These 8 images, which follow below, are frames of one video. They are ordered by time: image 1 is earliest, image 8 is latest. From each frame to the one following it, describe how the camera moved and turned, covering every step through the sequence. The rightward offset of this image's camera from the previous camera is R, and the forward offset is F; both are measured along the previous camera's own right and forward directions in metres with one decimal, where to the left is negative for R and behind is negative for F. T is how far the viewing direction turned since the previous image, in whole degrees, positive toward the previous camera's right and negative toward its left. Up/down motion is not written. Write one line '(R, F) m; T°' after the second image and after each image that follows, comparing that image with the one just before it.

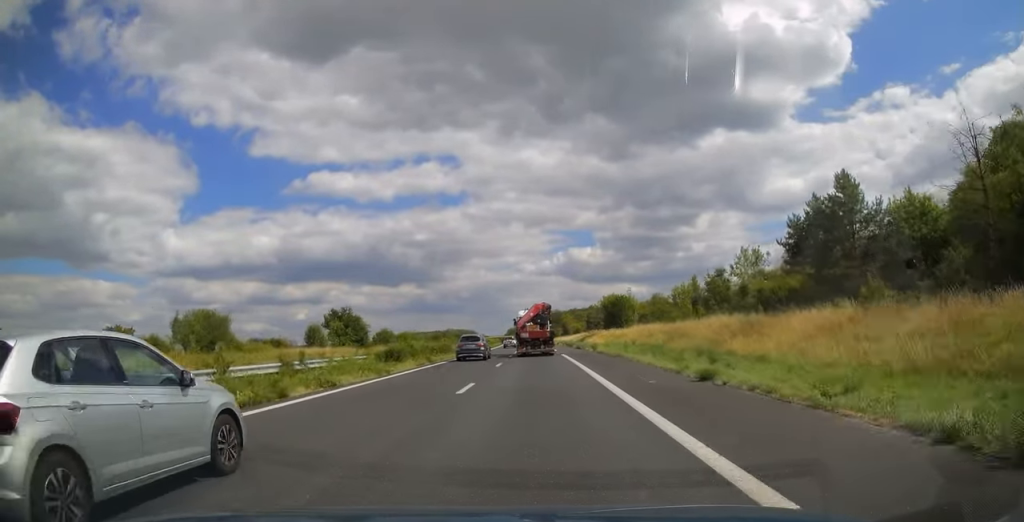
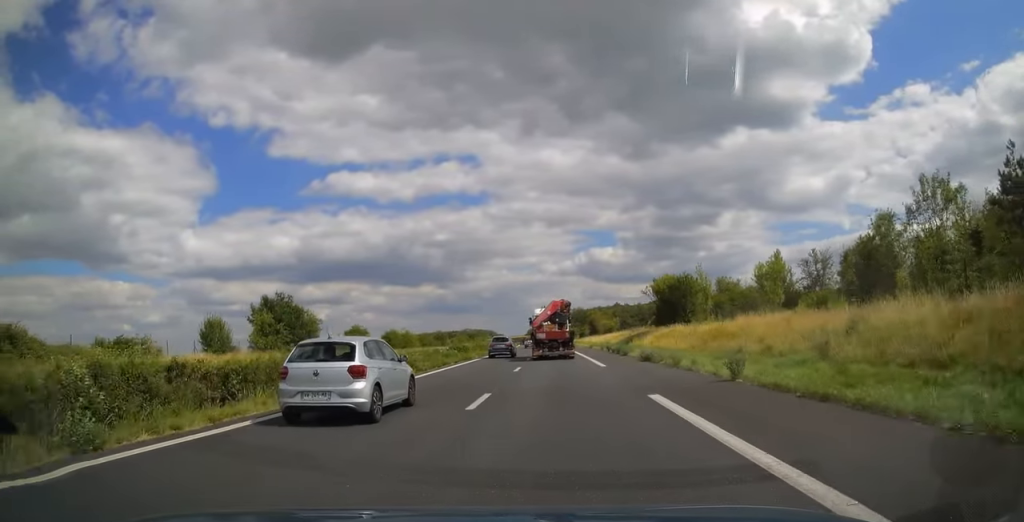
(-0.4, +30.0) m; -2°
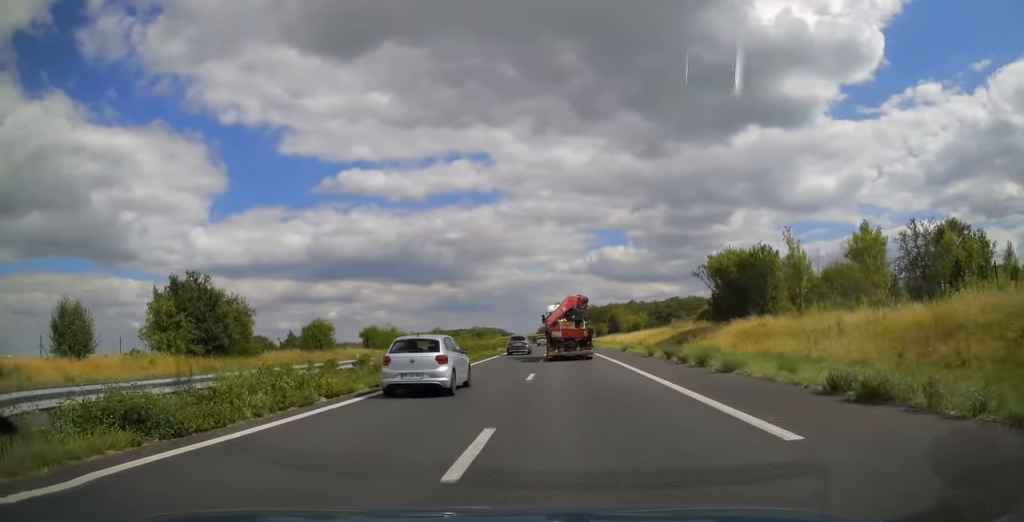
(-0.1, +19.5) m; -1°
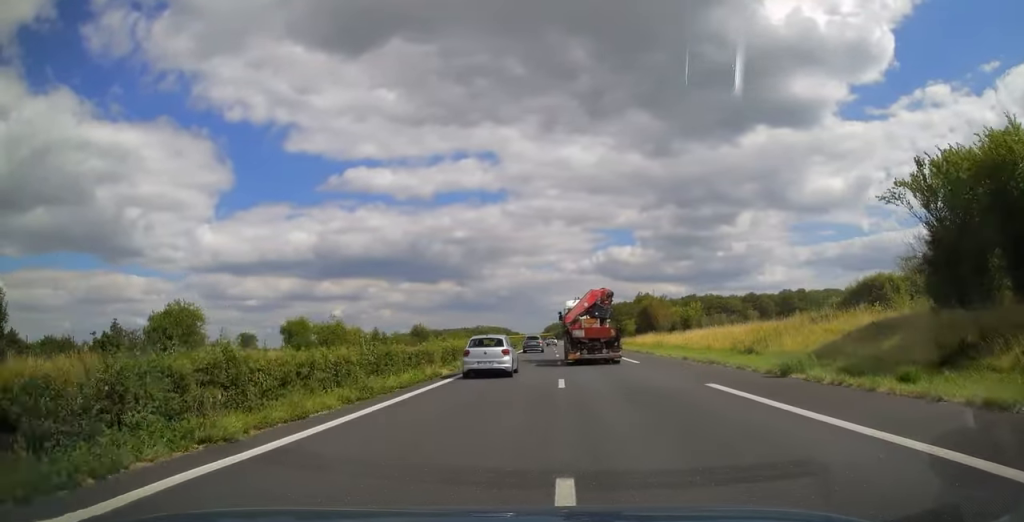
(-0.4, +30.1) m; 0°
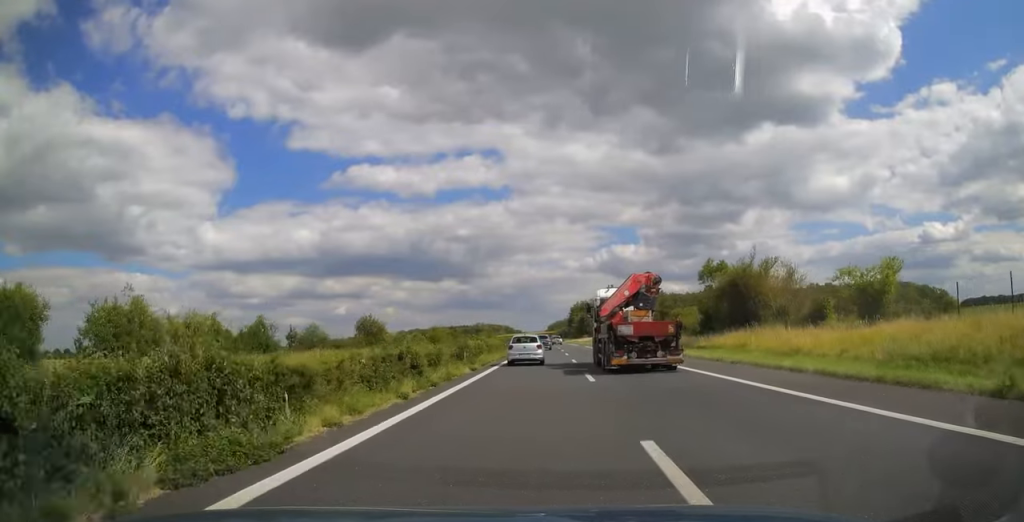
(+0.3, +38.6) m; 0°
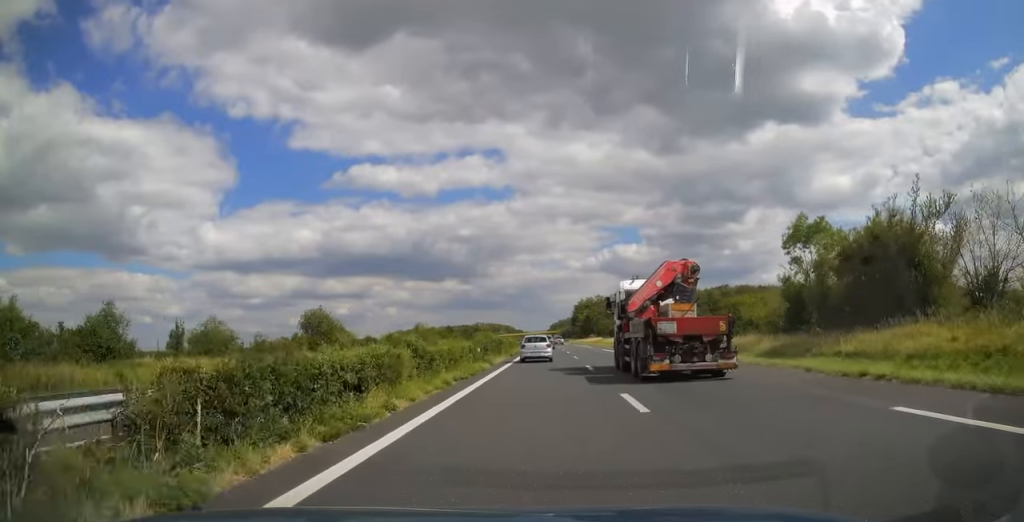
(0.0, +20.7) m; 0°
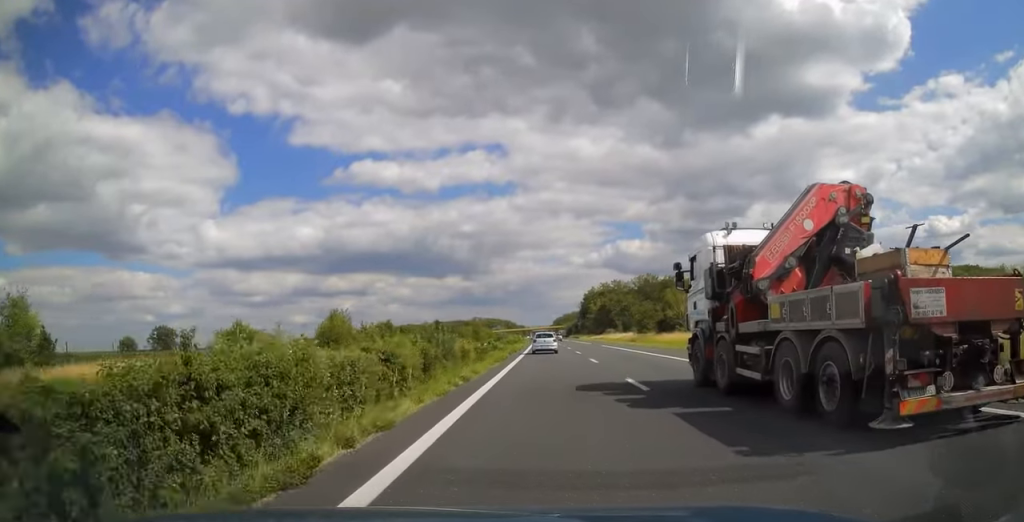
(-0.6, +49.5) m; -1°
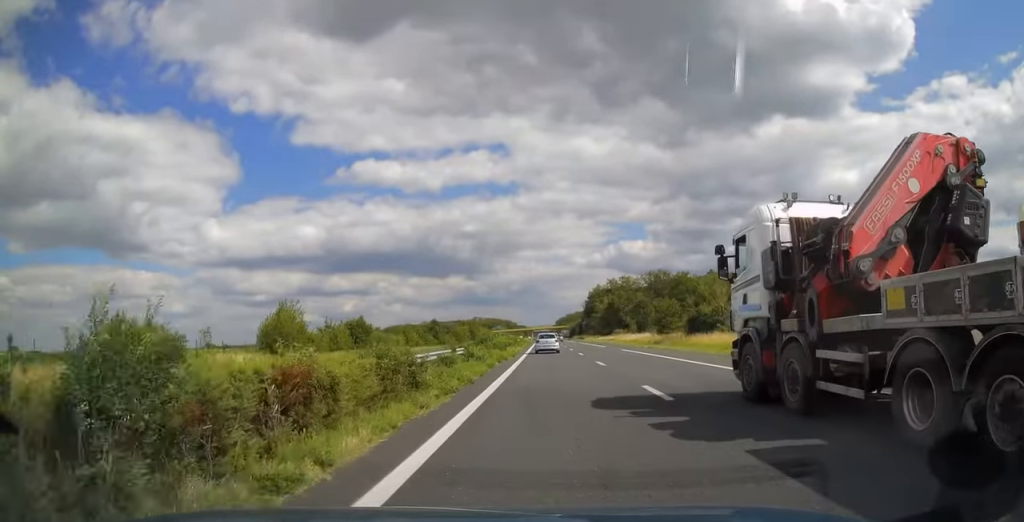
(0.0, +15.0) m; 0°
